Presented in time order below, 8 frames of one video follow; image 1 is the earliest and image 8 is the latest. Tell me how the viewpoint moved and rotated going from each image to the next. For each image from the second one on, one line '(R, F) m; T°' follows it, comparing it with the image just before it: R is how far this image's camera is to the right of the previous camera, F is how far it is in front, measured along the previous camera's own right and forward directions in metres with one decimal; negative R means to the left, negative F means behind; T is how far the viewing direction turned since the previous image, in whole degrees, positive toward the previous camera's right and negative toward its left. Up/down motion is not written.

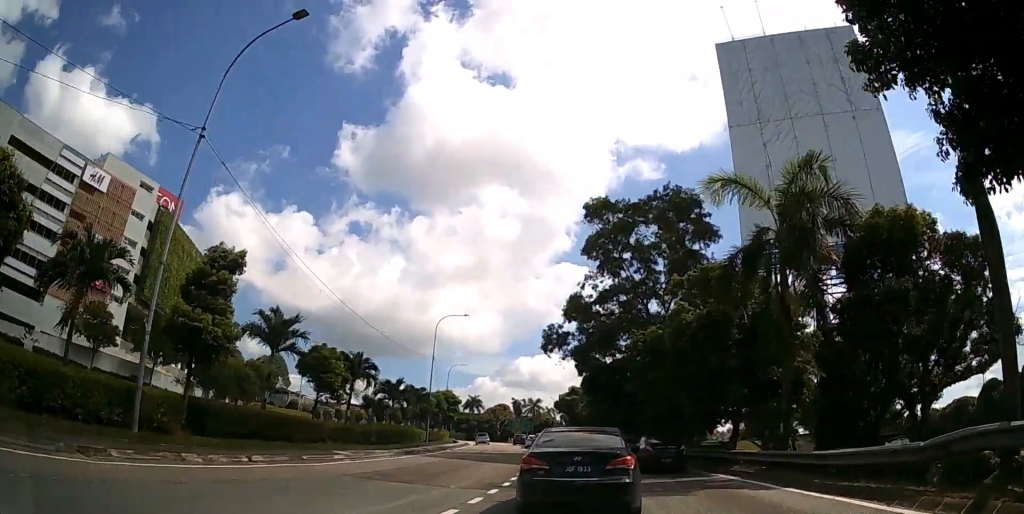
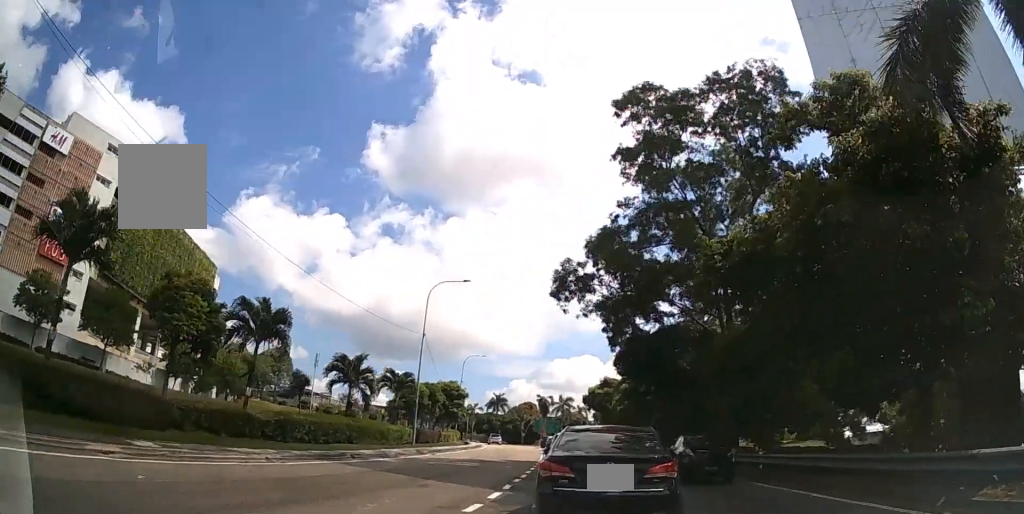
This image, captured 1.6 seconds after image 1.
(-0.5, +11.8) m; -3°
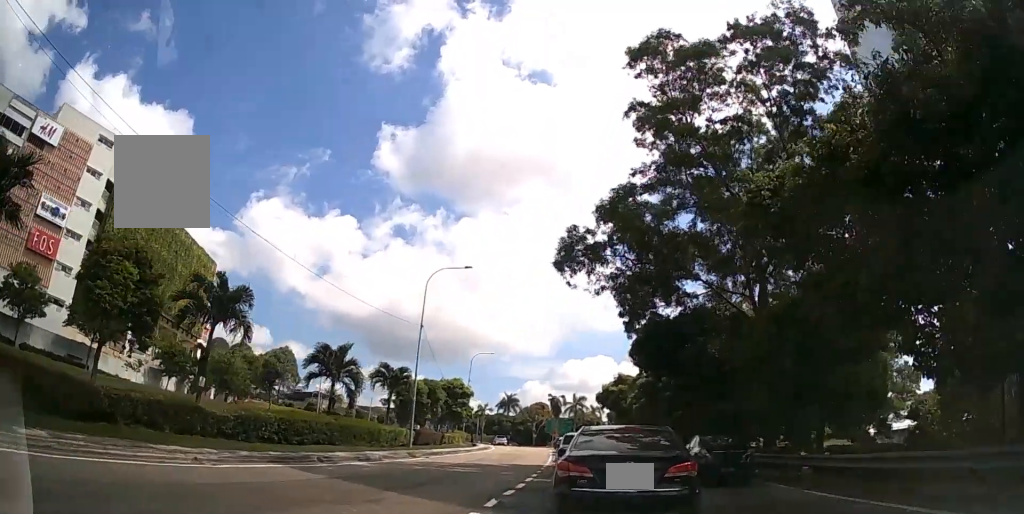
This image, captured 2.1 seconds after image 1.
(0.0, +3.5) m; 0°
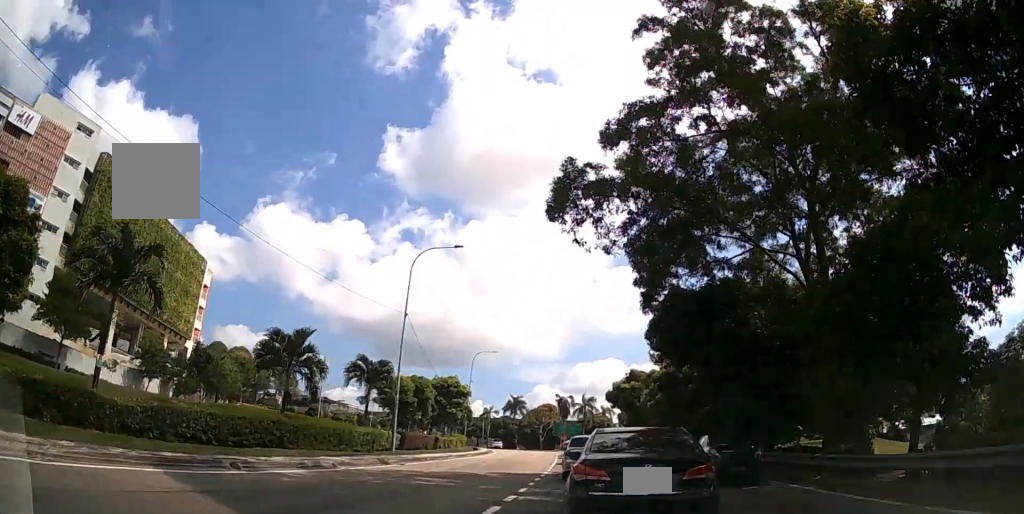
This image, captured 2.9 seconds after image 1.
(0.0, +4.6) m; +2°
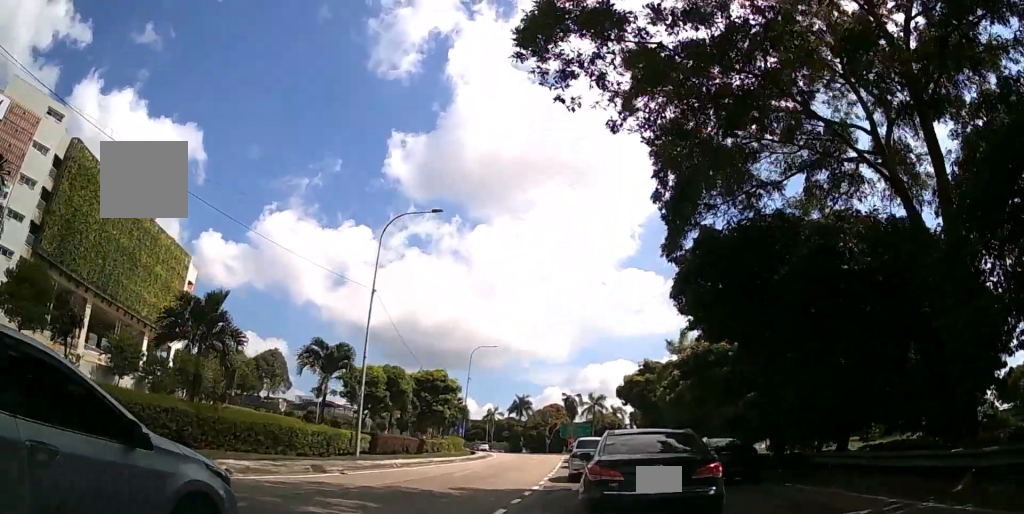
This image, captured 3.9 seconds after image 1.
(+0.1, +5.9) m; 0°
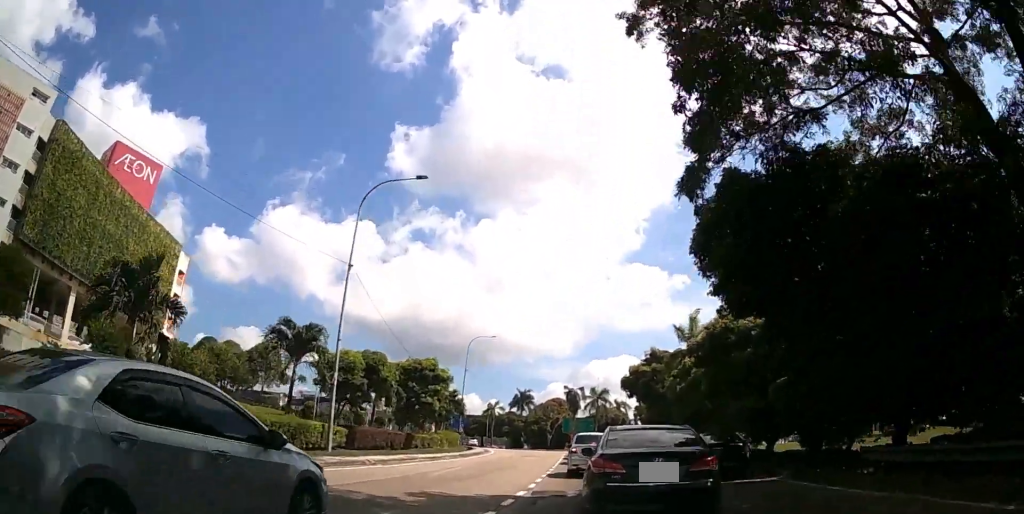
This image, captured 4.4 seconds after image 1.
(0.0, +3.2) m; -1°
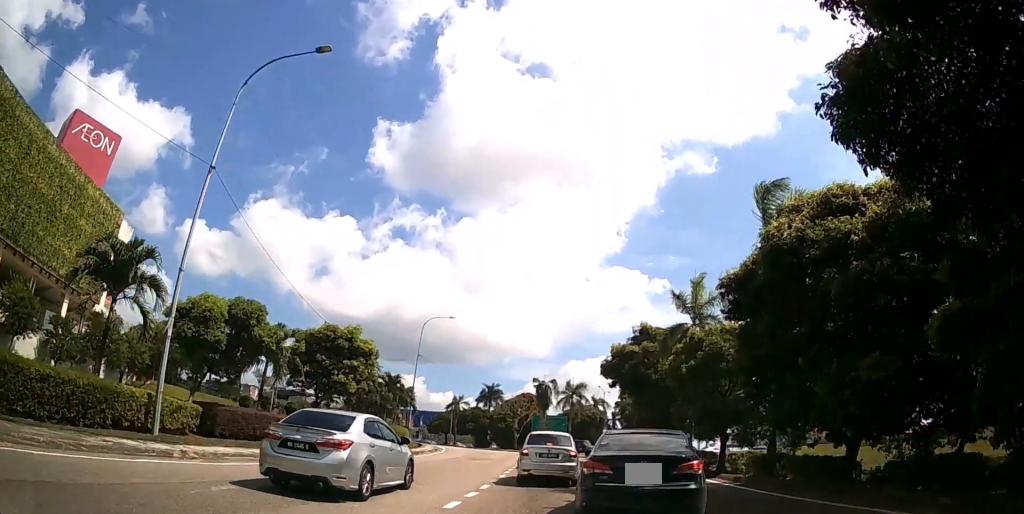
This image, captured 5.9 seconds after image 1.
(-0.2, +9.4) m; +2°
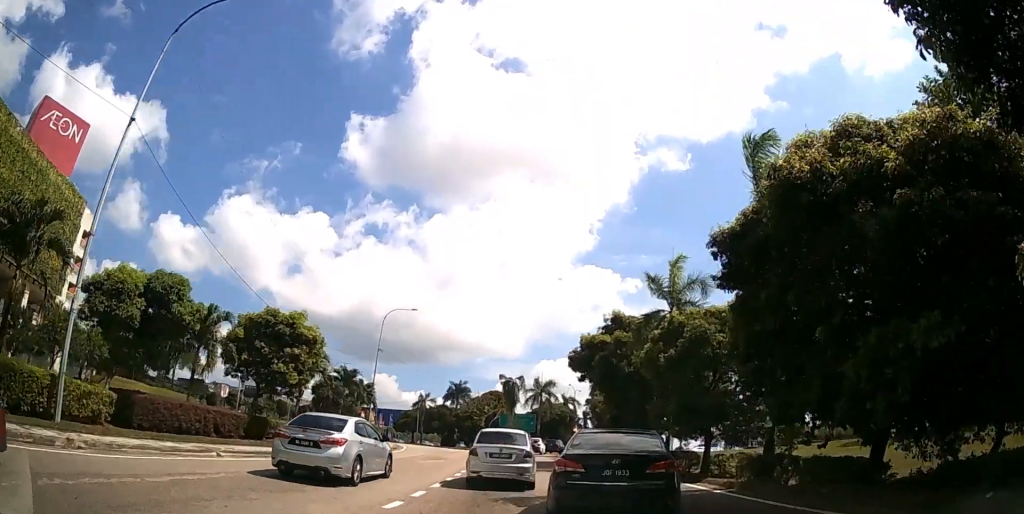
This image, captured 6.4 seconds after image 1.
(+0.1, +2.8) m; +2°
